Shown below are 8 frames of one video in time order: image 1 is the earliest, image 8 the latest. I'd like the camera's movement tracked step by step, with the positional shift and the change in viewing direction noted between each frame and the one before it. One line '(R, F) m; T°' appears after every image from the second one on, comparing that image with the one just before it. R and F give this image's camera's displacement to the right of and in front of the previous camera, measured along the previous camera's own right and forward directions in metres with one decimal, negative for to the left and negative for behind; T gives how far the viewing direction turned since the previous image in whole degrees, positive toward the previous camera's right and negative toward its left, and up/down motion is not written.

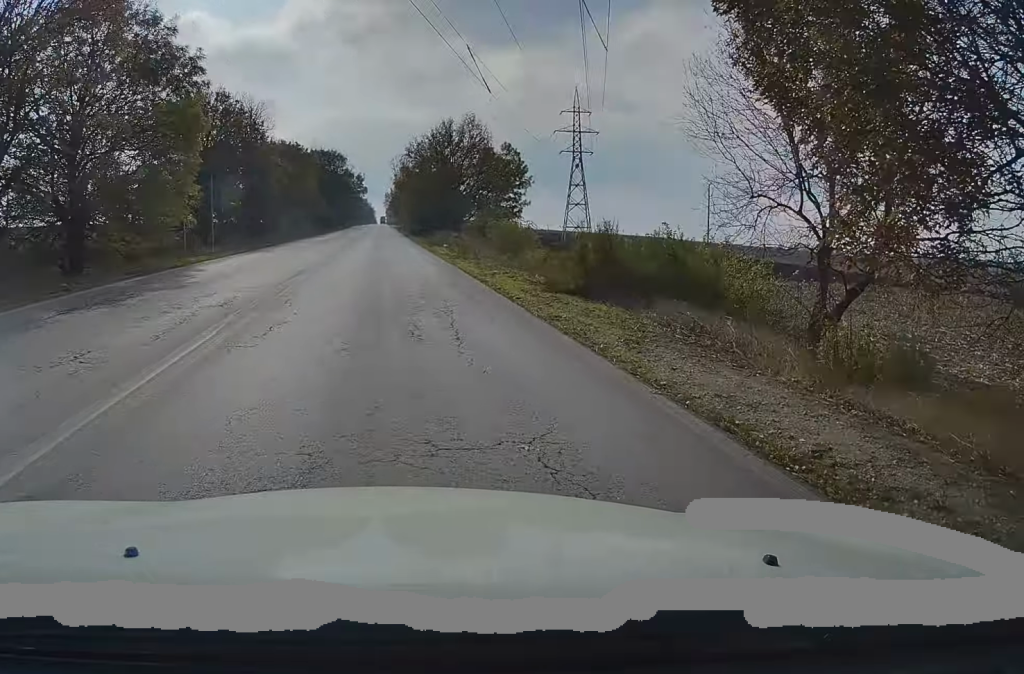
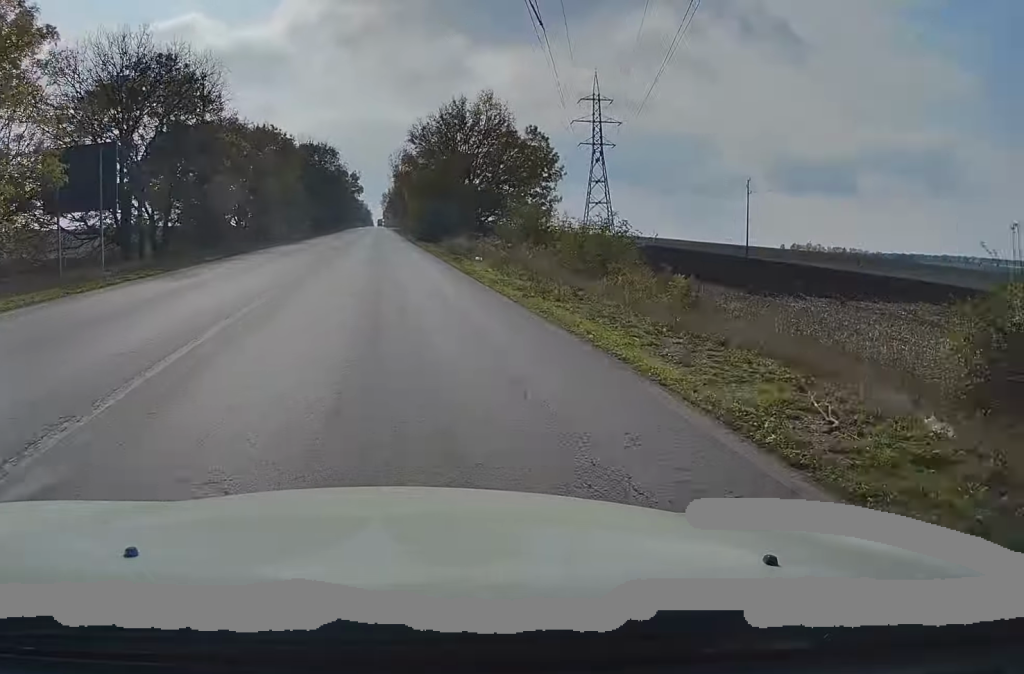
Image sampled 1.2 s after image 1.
(0.0, +16.4) m; 0°
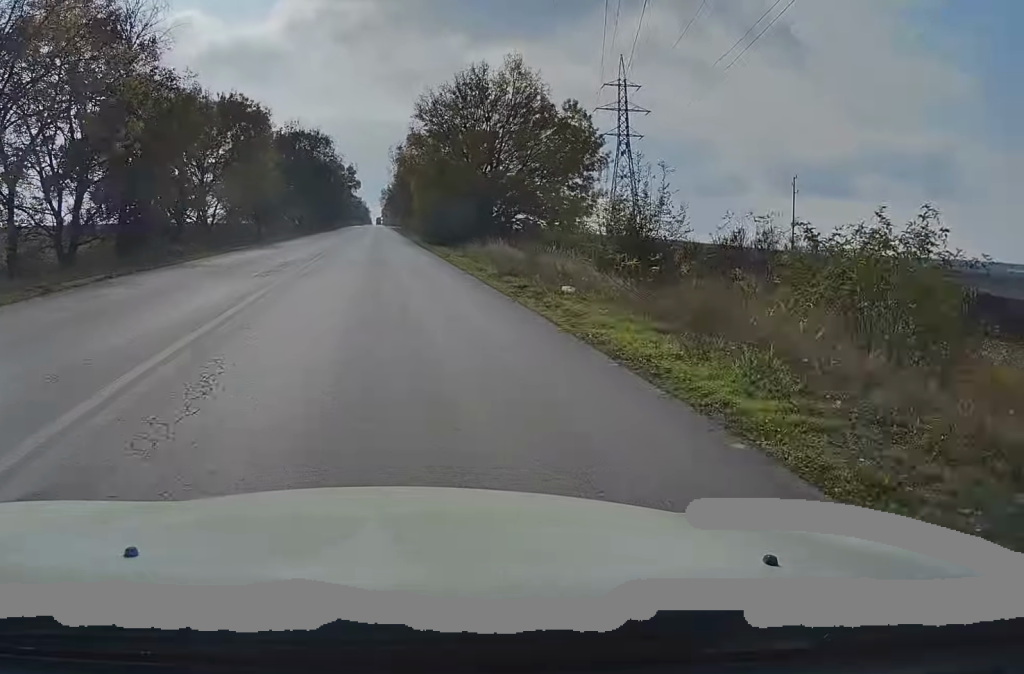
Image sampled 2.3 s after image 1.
(0.0, +14.6) m; 0°
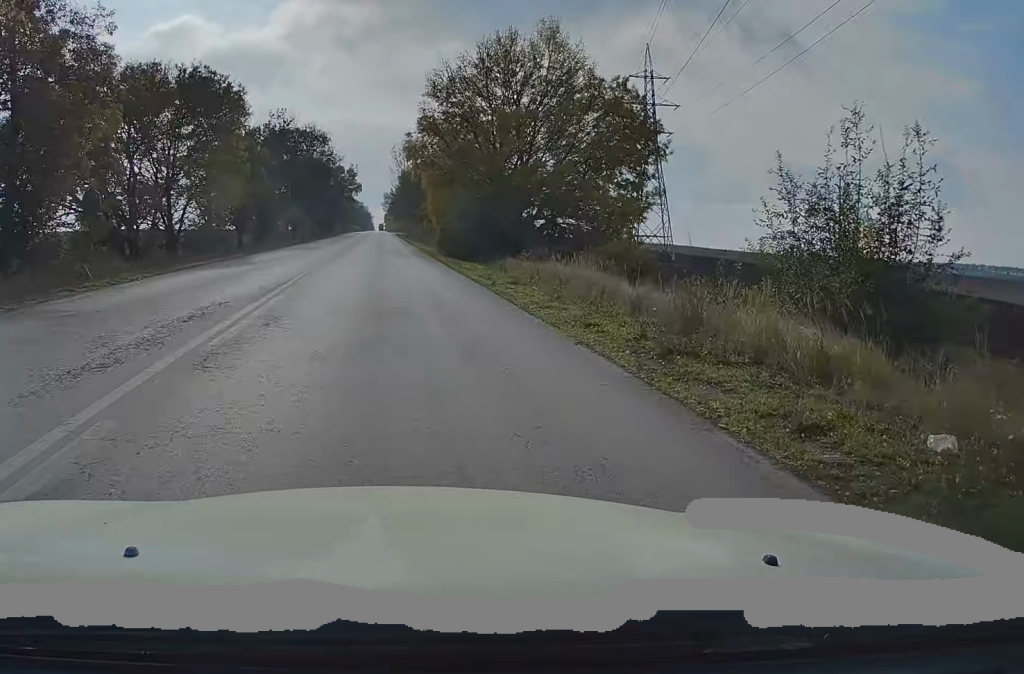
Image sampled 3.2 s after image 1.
(0.0, +11.0) m; 0°
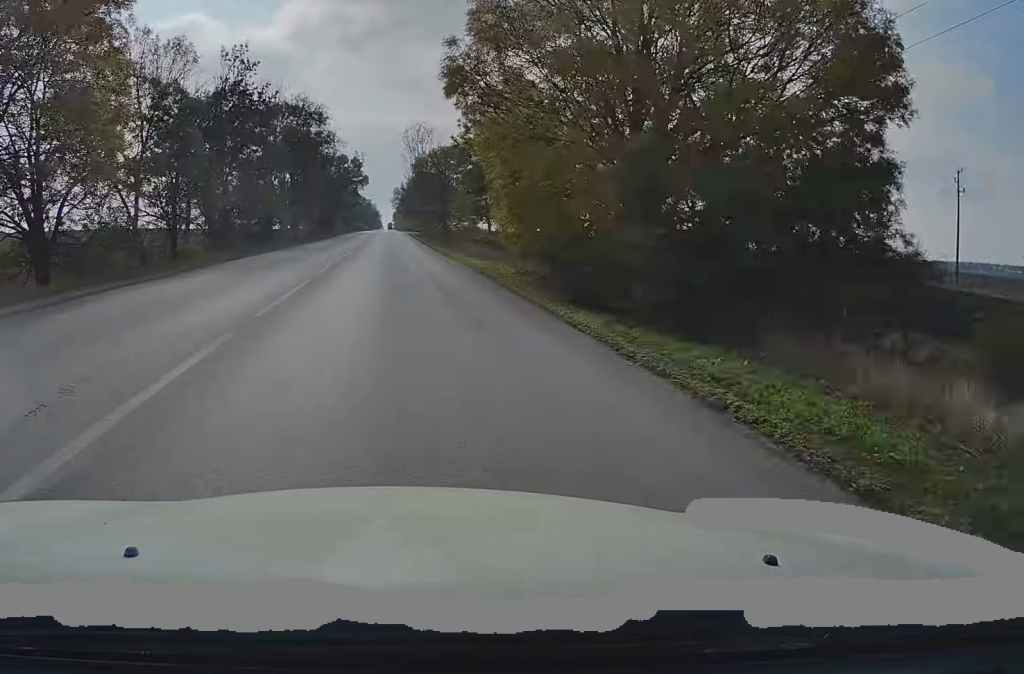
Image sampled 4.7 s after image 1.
(-0.1, +21.1) m; -1°
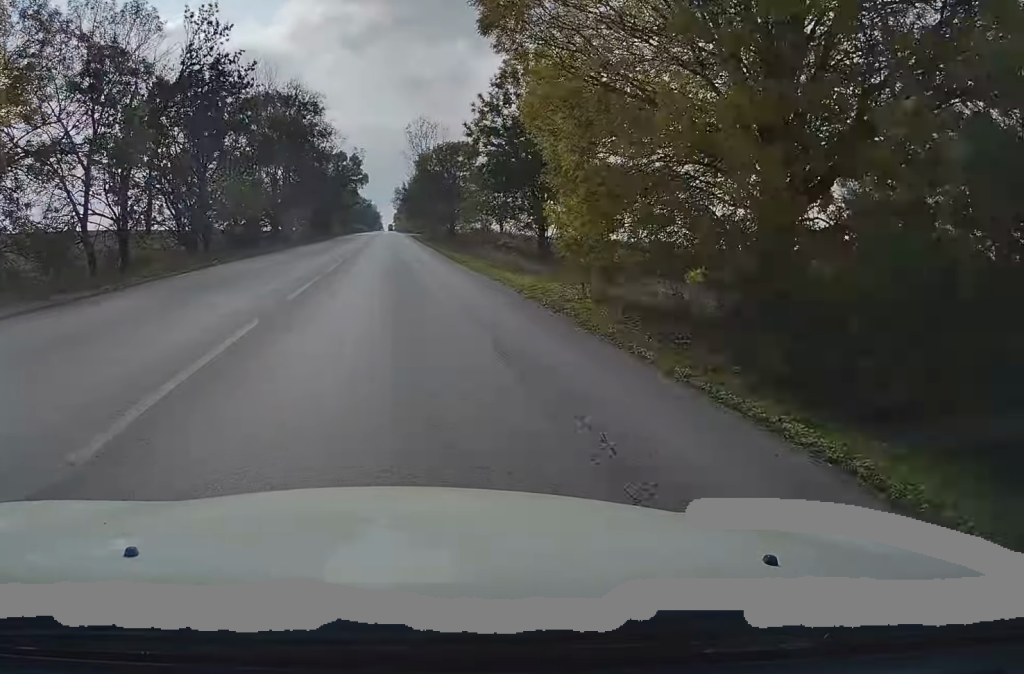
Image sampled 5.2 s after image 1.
(0.0, +7.7) m; 0°
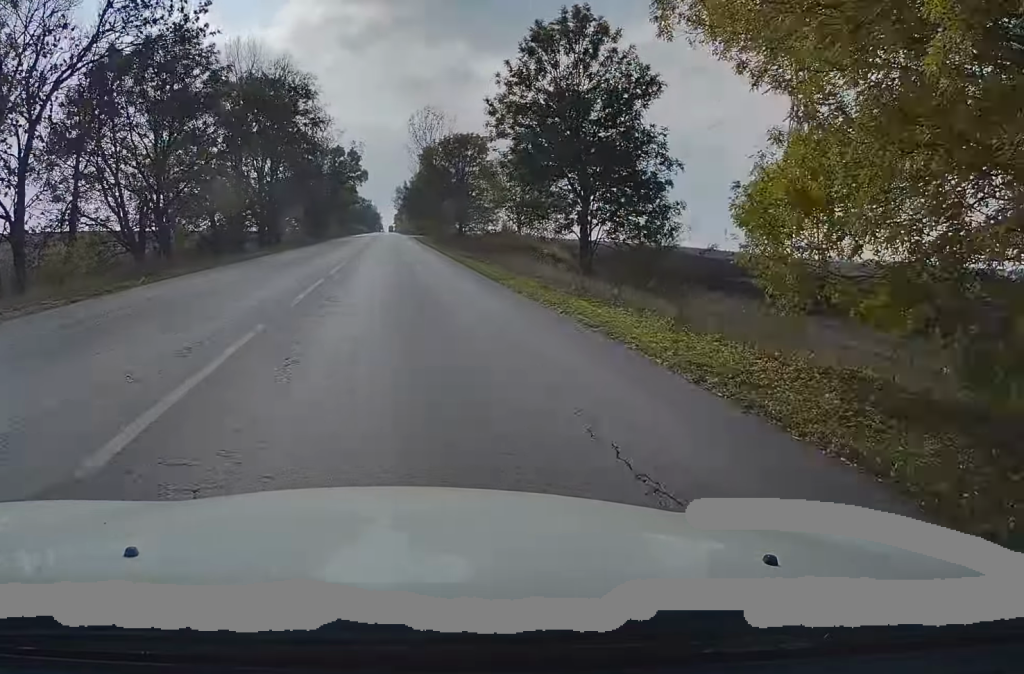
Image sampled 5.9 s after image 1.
(0.0, +9.4) m; 0°
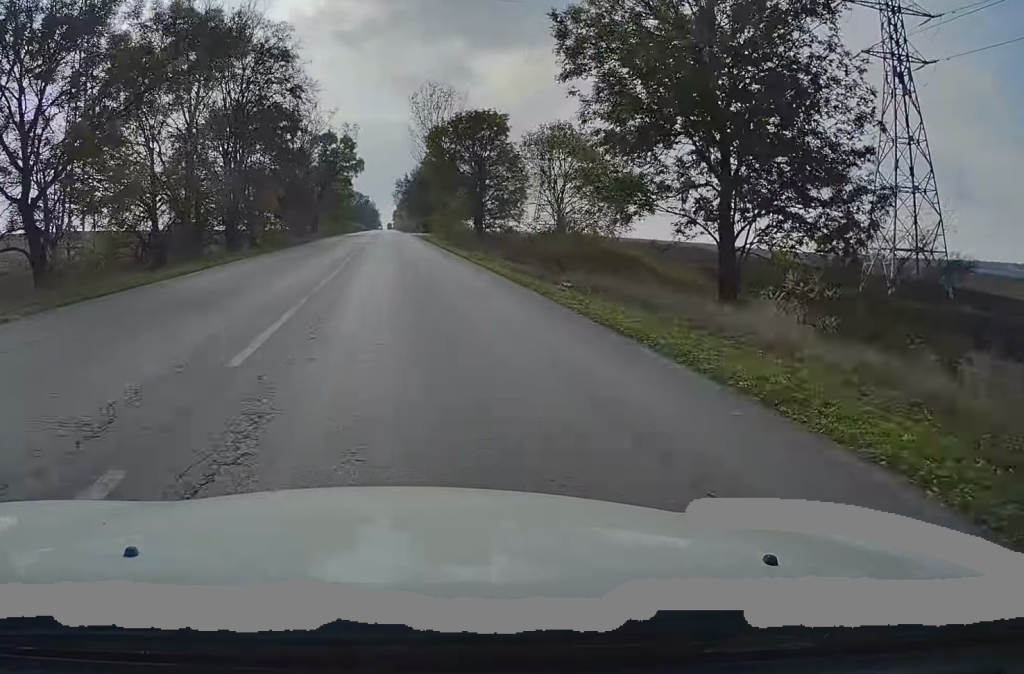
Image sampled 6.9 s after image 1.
(+0.1, +15.1) m; +1°
